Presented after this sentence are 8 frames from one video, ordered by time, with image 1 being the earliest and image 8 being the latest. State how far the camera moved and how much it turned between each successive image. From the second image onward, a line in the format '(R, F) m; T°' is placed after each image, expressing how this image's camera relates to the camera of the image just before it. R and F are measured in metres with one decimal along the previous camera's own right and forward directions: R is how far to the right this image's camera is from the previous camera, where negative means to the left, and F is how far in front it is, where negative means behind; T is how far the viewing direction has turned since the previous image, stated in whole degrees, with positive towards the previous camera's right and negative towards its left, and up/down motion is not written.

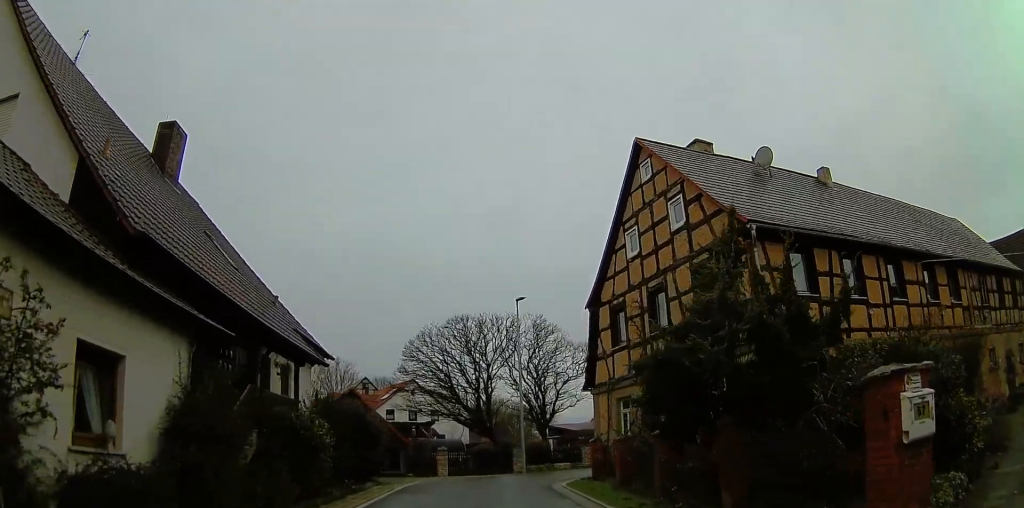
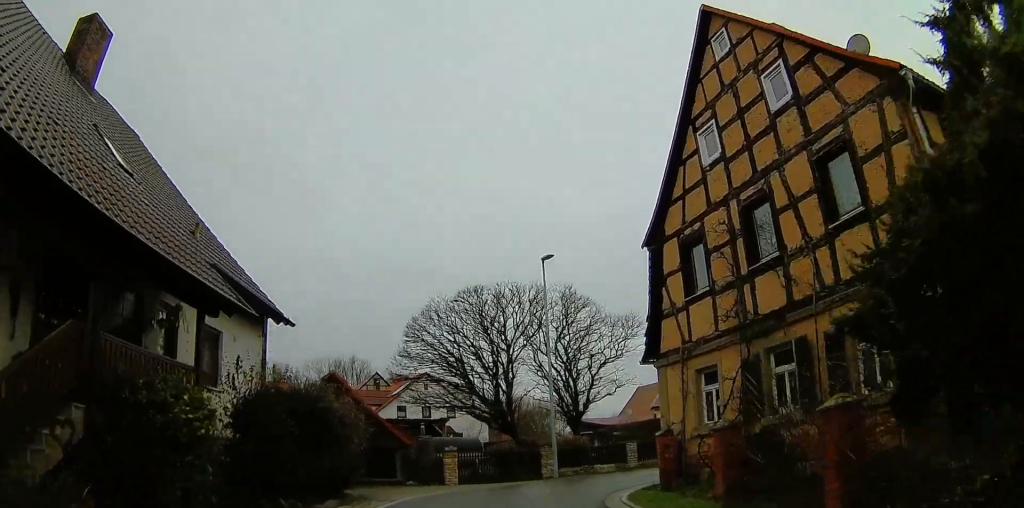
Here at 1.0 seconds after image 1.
(+1.0, +6.3) m; +7°
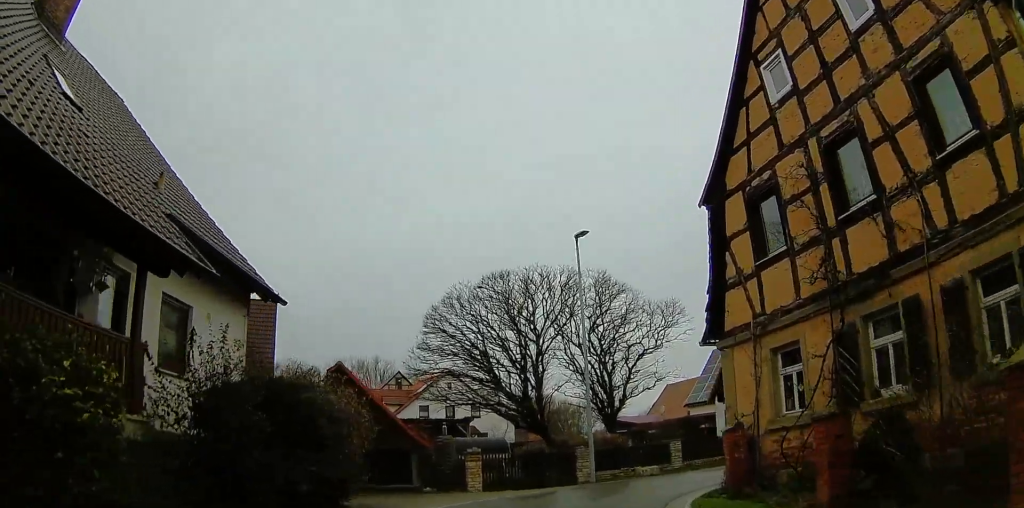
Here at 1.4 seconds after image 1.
(+0.1, +2.7) m; -5°
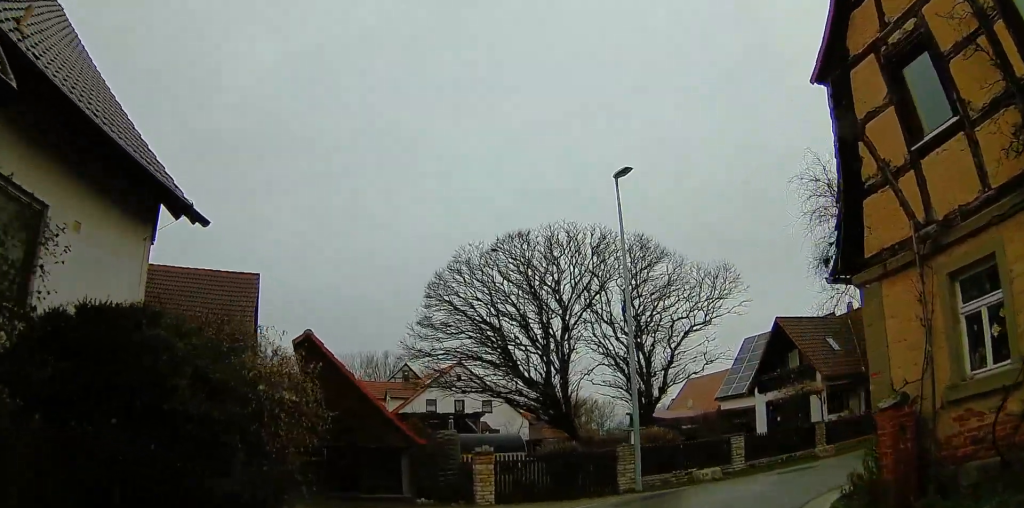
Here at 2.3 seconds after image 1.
(-0.5, +4.7) m; -10°
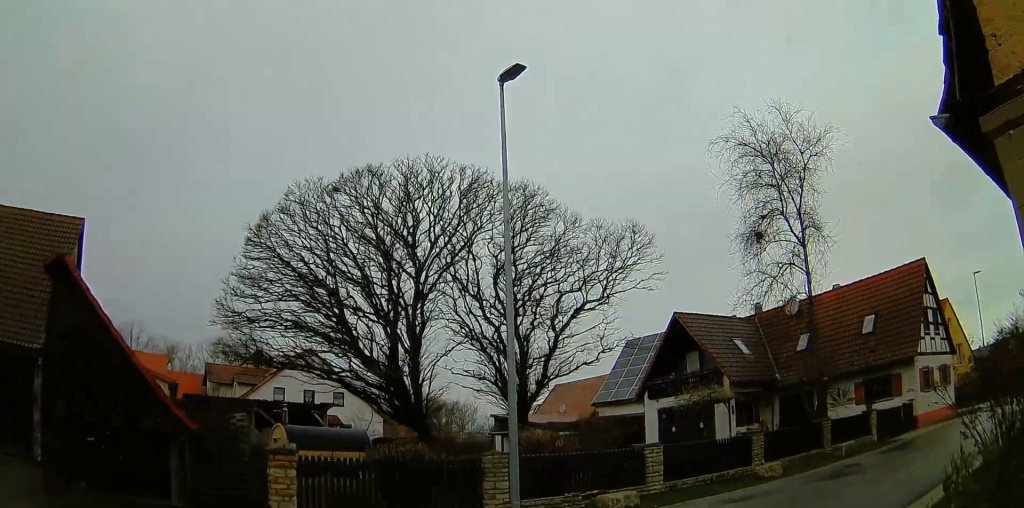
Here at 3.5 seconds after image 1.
(-0.5, +5.2) m; +8°
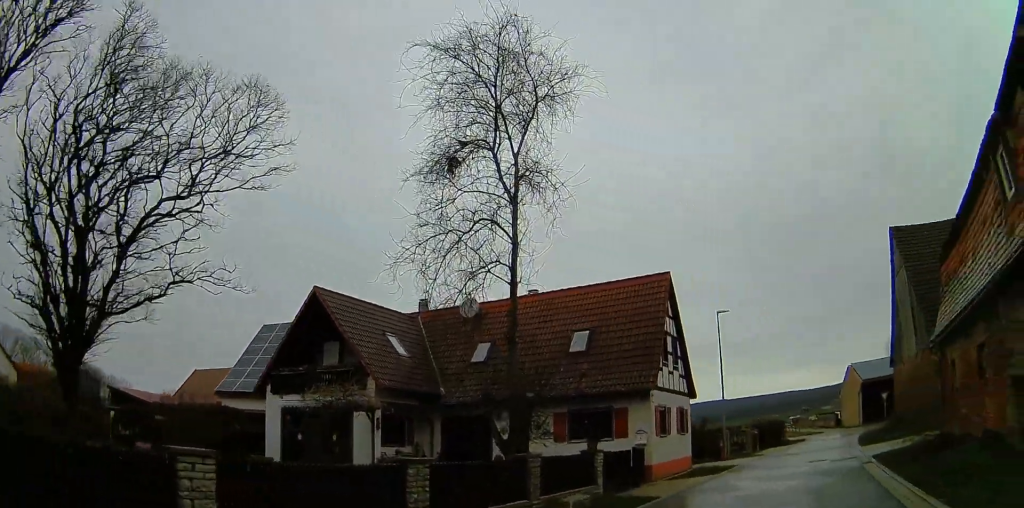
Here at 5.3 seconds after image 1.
(+2.8, +6.5) m; +46°
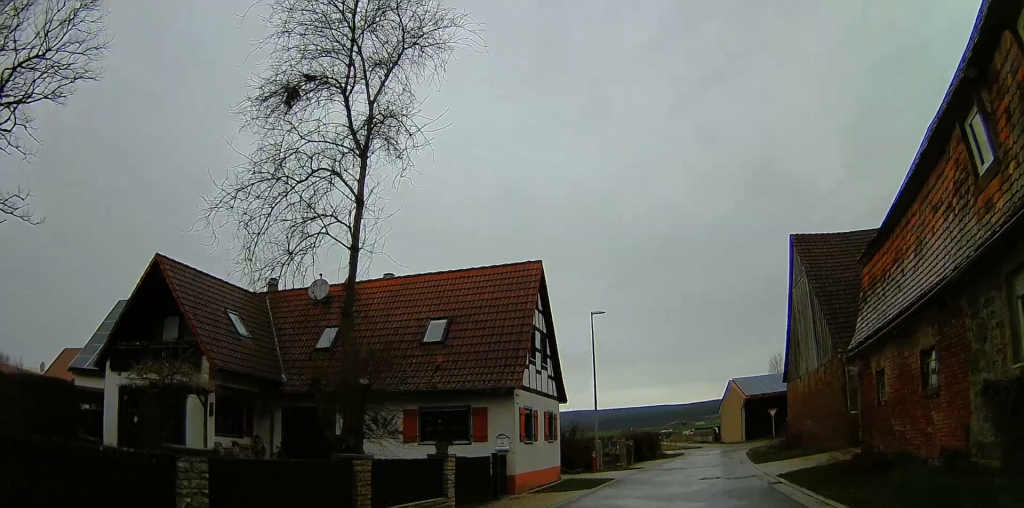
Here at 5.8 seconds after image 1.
(0.0, +2.5) m; +13°
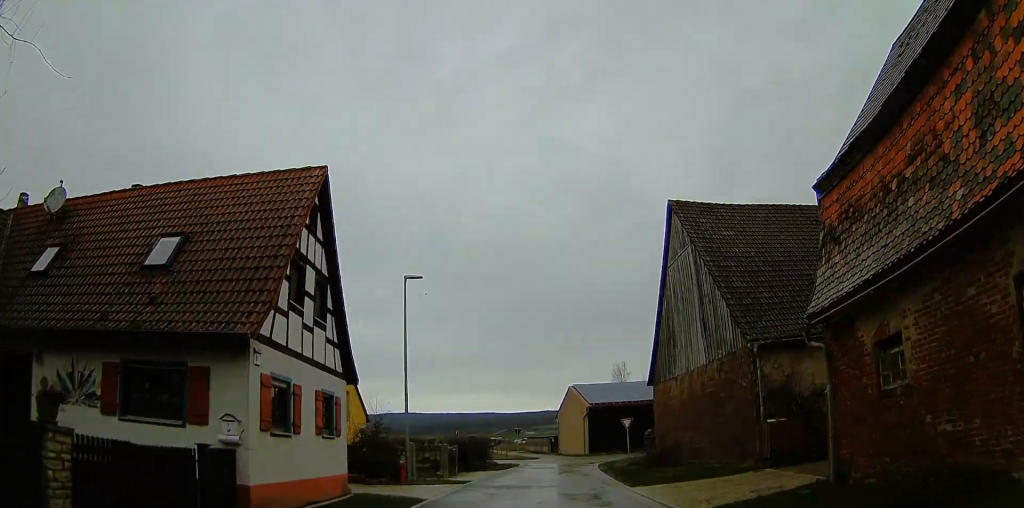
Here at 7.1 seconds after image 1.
(+1.1, +7.3) m; +5°
